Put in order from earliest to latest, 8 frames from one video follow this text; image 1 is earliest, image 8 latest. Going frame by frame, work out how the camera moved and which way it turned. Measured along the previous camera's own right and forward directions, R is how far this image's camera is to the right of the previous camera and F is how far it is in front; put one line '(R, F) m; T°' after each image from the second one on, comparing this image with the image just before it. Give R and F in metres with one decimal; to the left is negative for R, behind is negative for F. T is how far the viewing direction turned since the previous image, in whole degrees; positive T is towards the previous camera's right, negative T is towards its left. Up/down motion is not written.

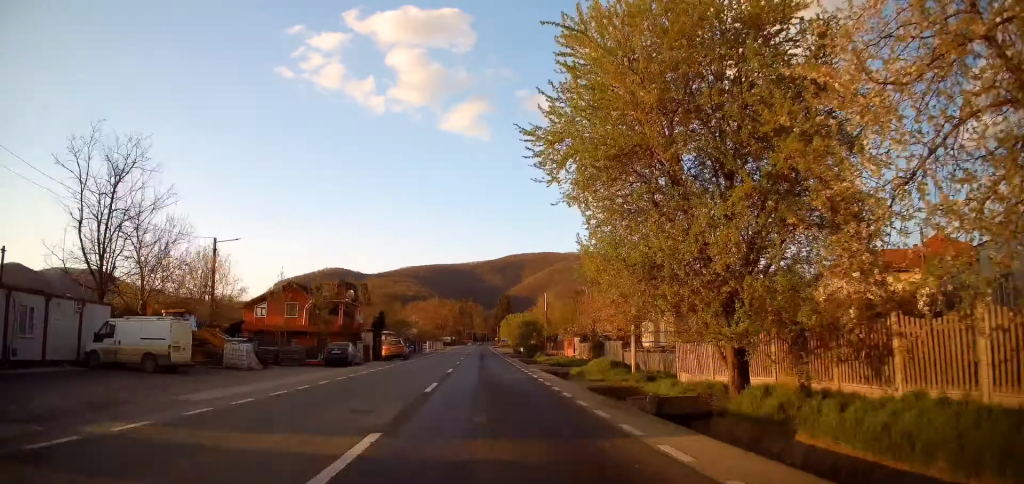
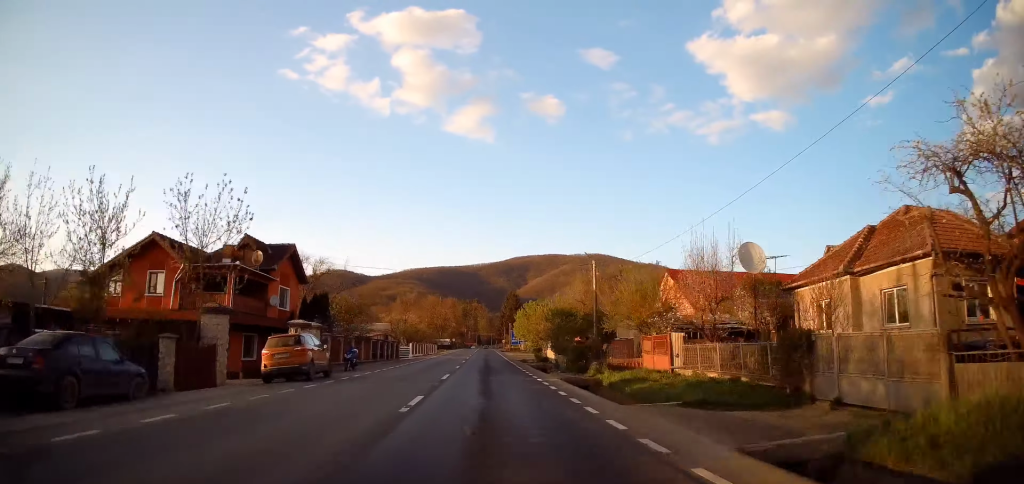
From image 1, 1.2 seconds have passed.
(+0.5, +23.4) m; 0°
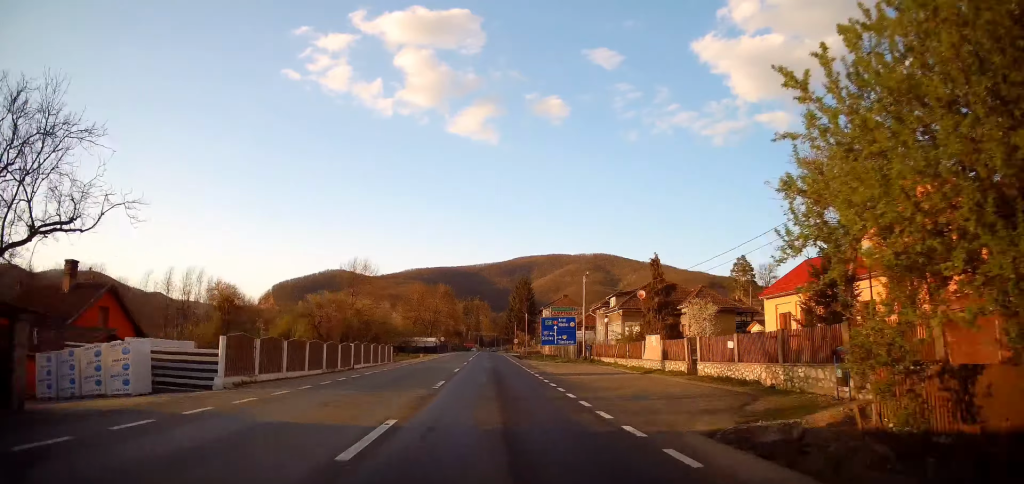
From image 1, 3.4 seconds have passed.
(-1.0, +43.1) m; -1°
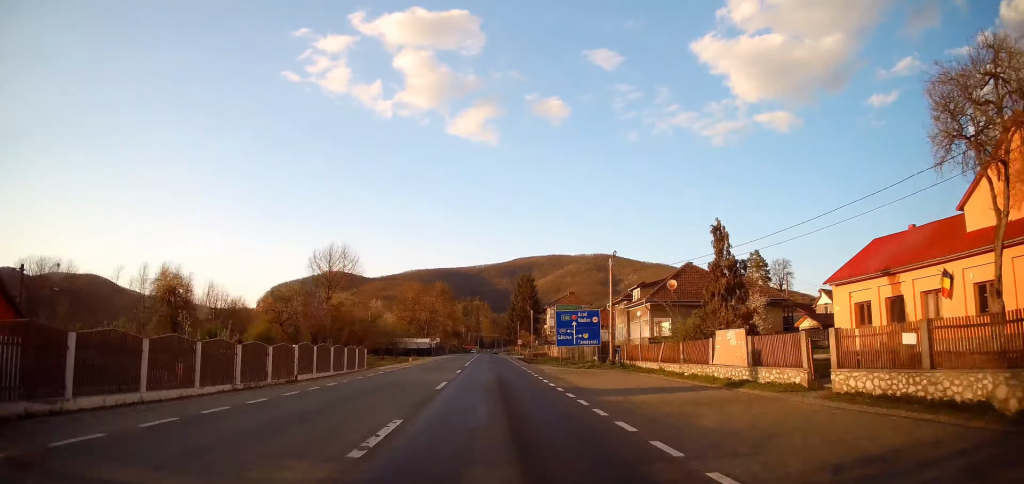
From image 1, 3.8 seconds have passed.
(0.0, +9.4) m; 0°
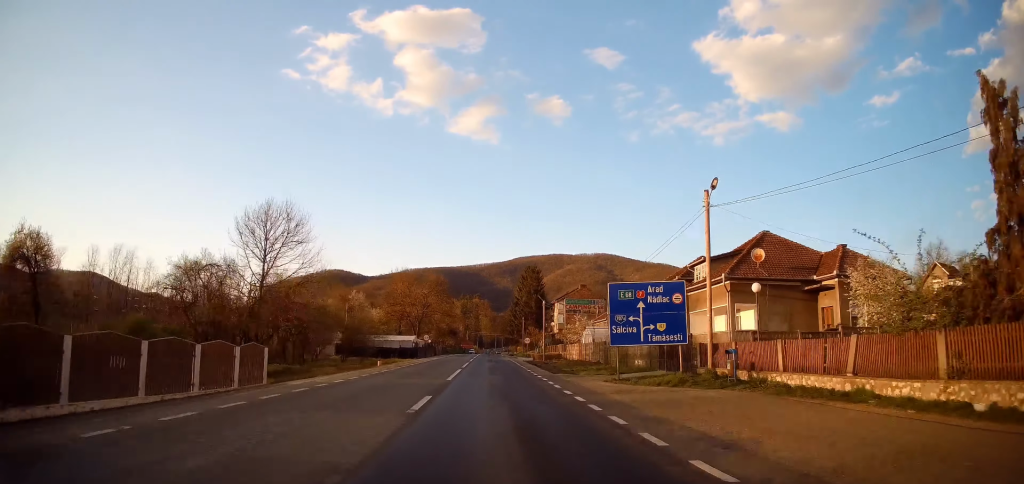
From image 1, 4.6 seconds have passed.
(+0.1, +15.4) m; 0°
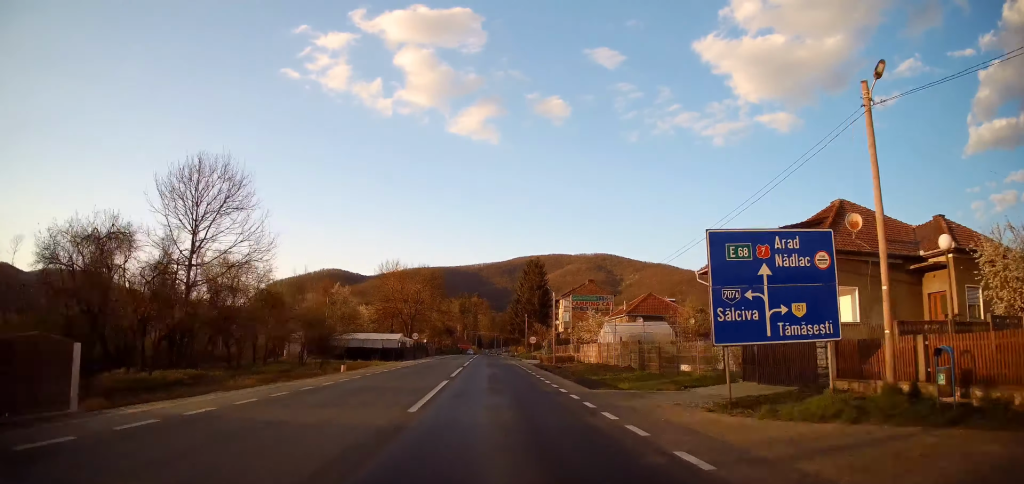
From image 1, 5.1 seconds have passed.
(+0.1, +9.4) m; 0°
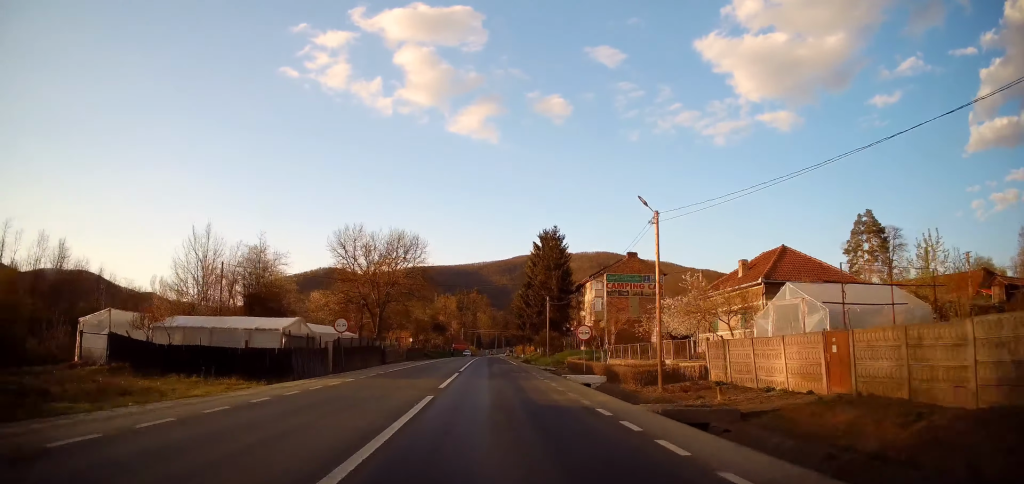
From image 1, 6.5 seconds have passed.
(-0.1, +29.4) m; 0°
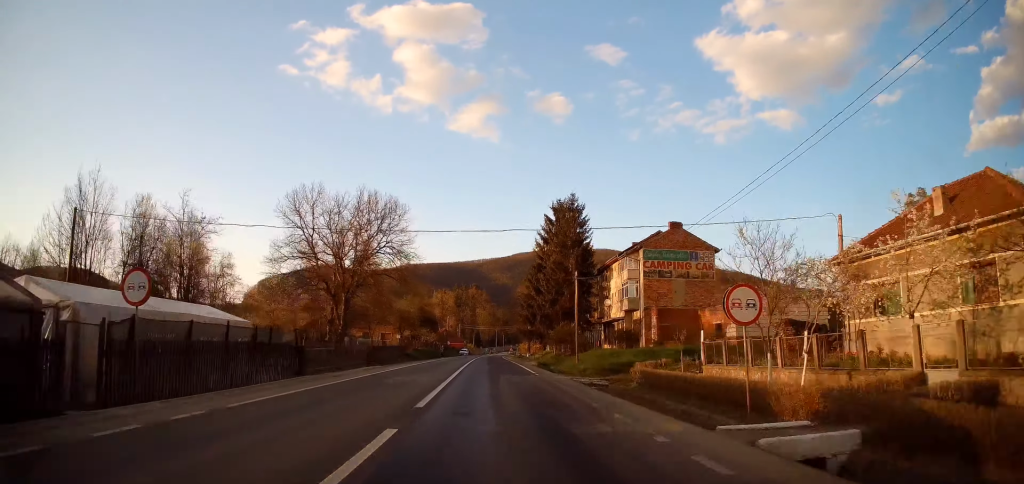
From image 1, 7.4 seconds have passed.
(+0.1, +17.1) m; 0°
